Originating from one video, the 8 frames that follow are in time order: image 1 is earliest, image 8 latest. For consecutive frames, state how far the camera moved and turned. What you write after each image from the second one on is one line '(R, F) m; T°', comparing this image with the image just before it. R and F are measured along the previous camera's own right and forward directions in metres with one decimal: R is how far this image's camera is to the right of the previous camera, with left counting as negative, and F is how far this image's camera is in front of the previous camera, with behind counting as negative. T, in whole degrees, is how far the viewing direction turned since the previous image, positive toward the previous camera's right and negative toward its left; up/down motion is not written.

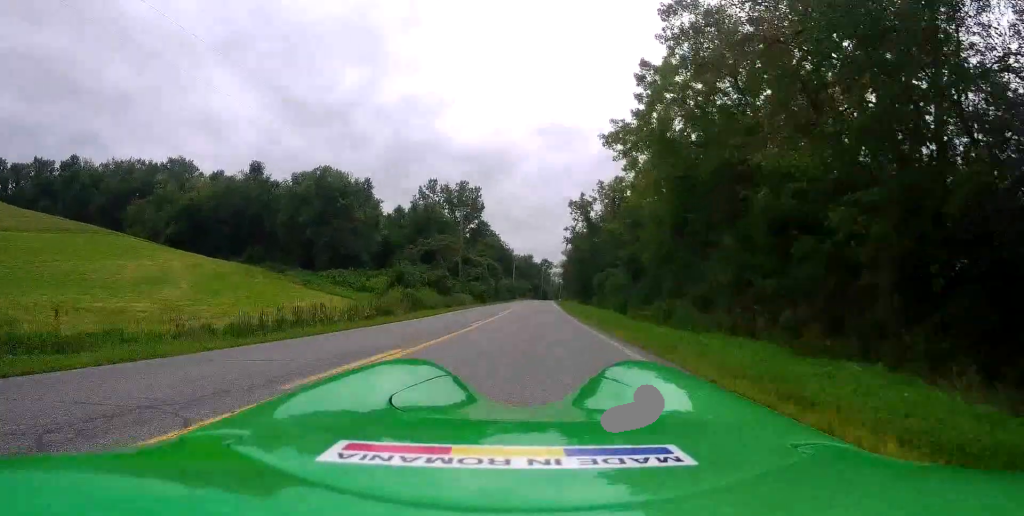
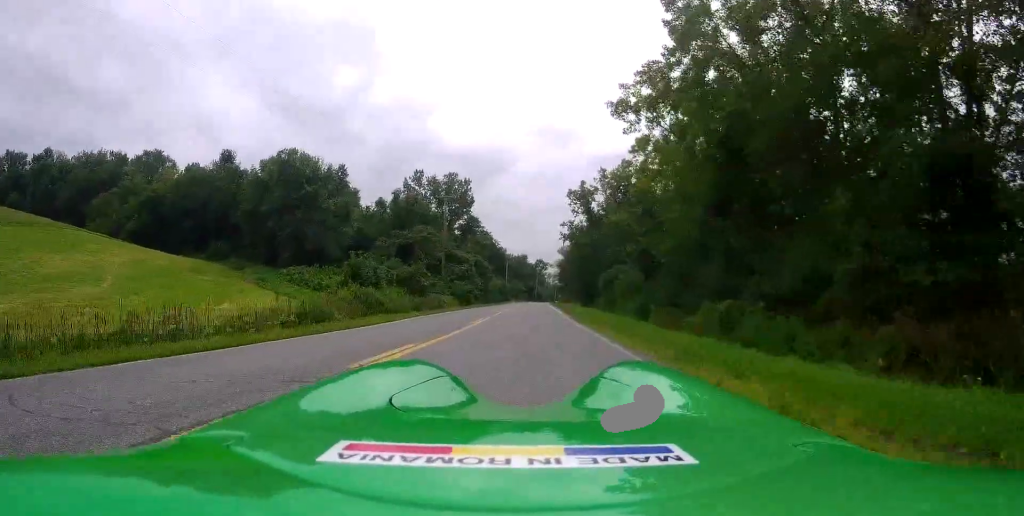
(0.0, +10.6) m; 0°
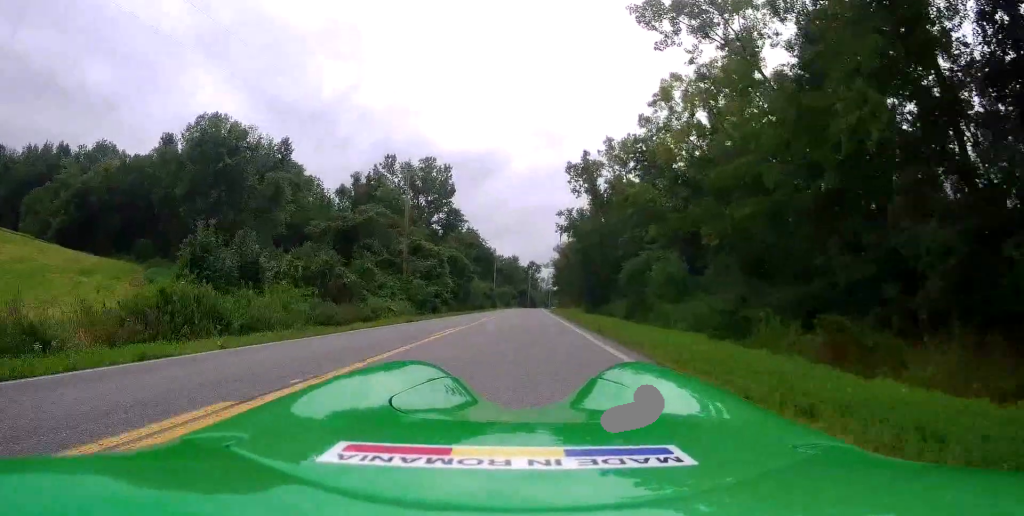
(0.0, +17.8) m; +1°
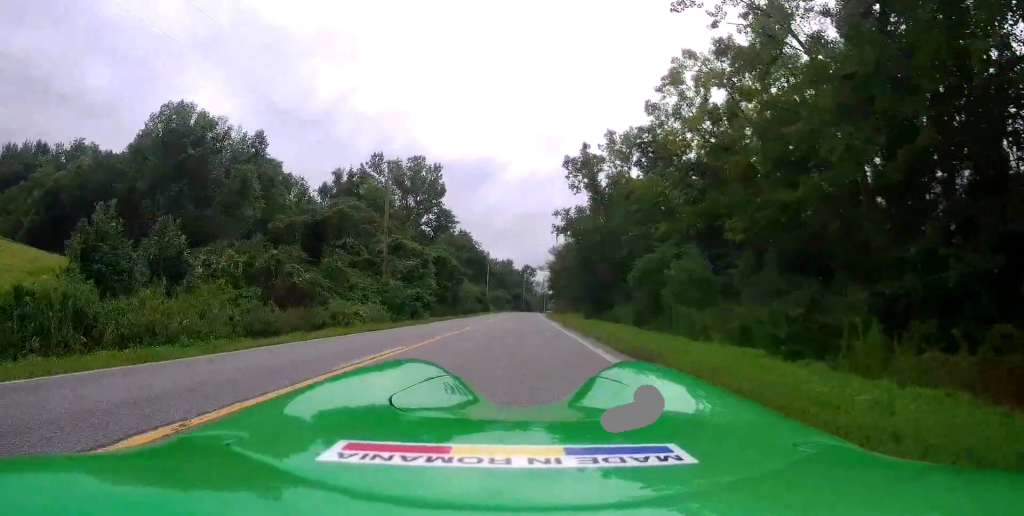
(+0.1, +5.7) m; +1°
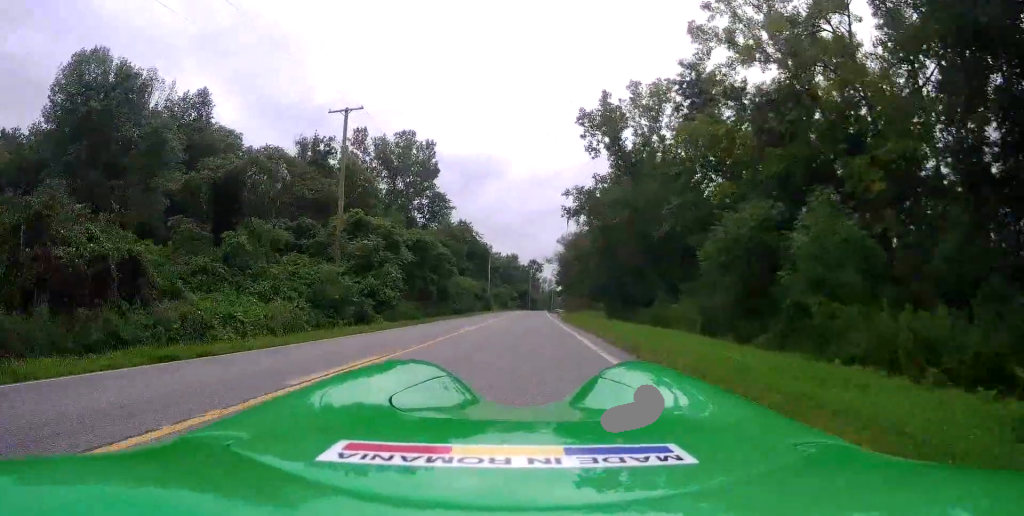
(+0.1, +12.9) m; +1°
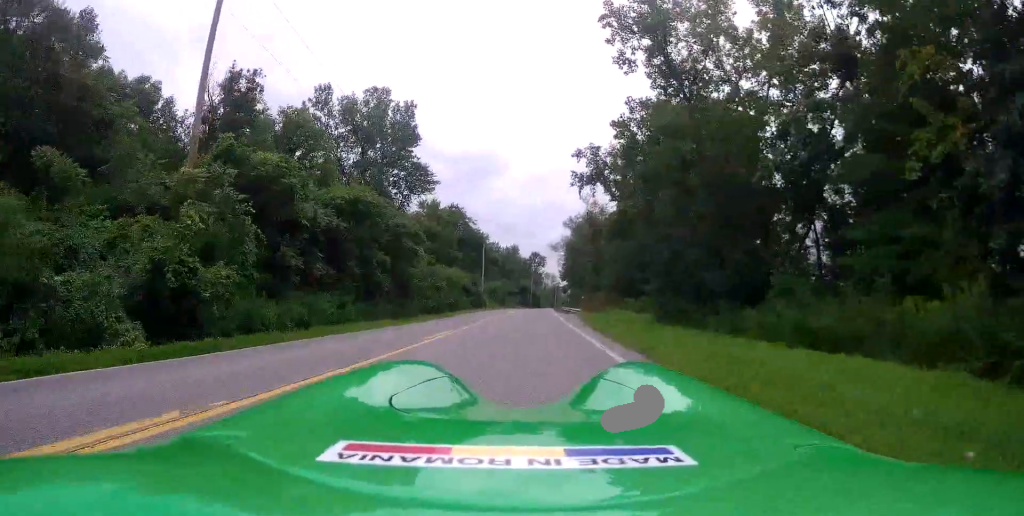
(+0.1, +16.6) m; 0°
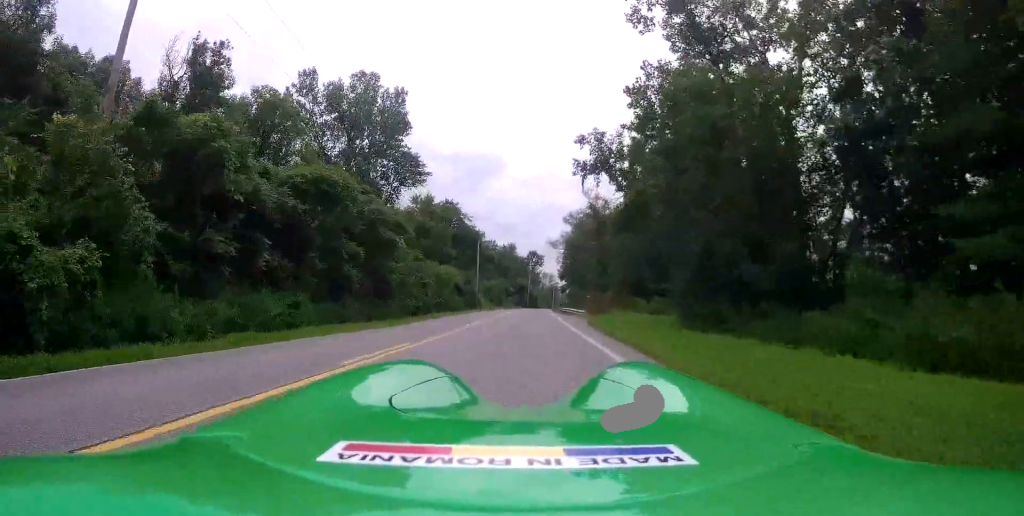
(0.0, +5.3) m; 0°
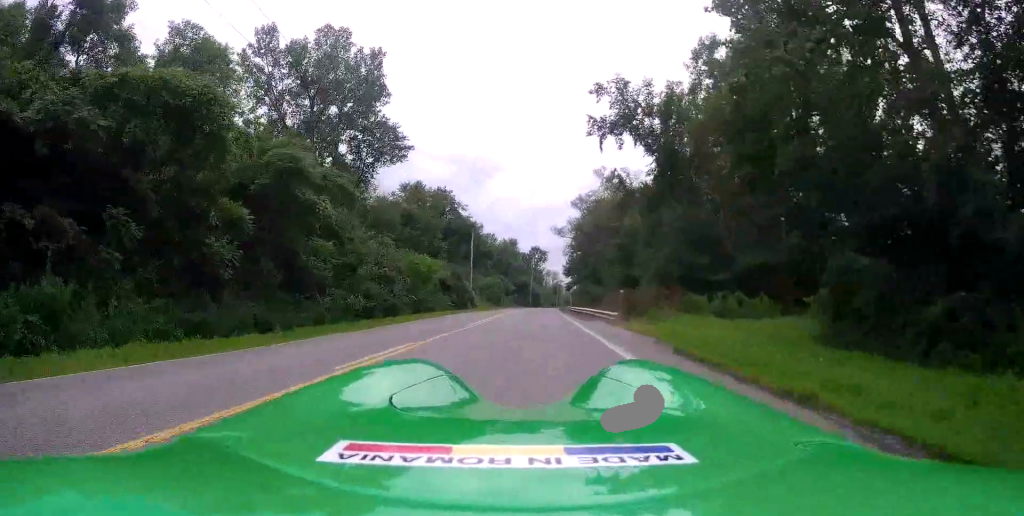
(0.0, +15.5) m; 0°
